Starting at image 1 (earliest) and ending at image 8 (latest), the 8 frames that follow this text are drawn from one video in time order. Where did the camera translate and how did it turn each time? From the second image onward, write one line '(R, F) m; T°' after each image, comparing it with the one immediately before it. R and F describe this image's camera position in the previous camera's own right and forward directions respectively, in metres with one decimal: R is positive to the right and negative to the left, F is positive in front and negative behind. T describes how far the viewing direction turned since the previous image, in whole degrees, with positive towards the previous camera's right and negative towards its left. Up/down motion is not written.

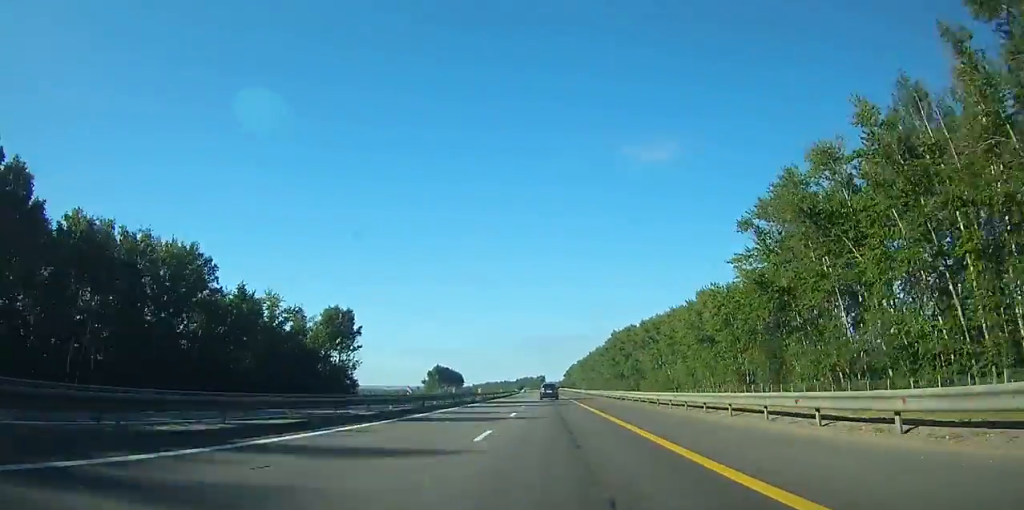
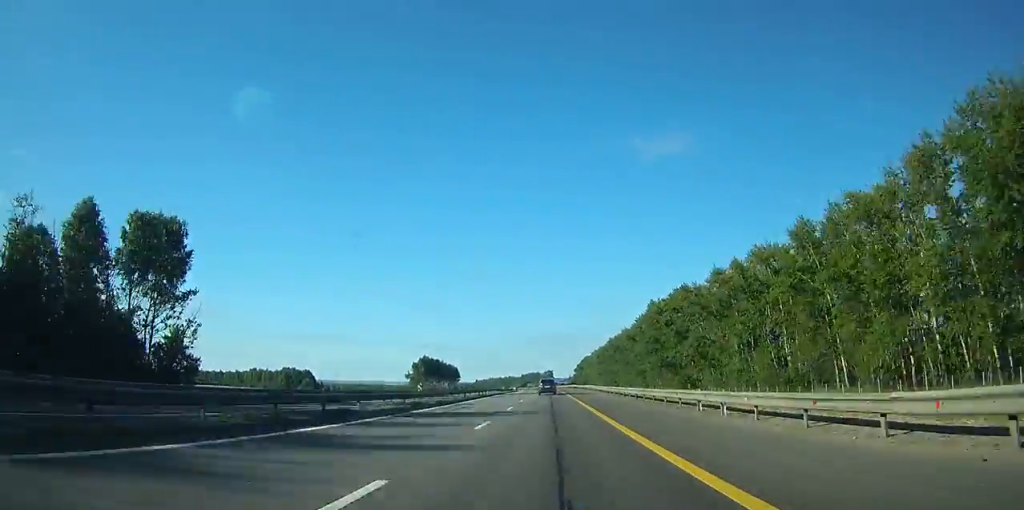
(-0.9, +74.9) m; -1°
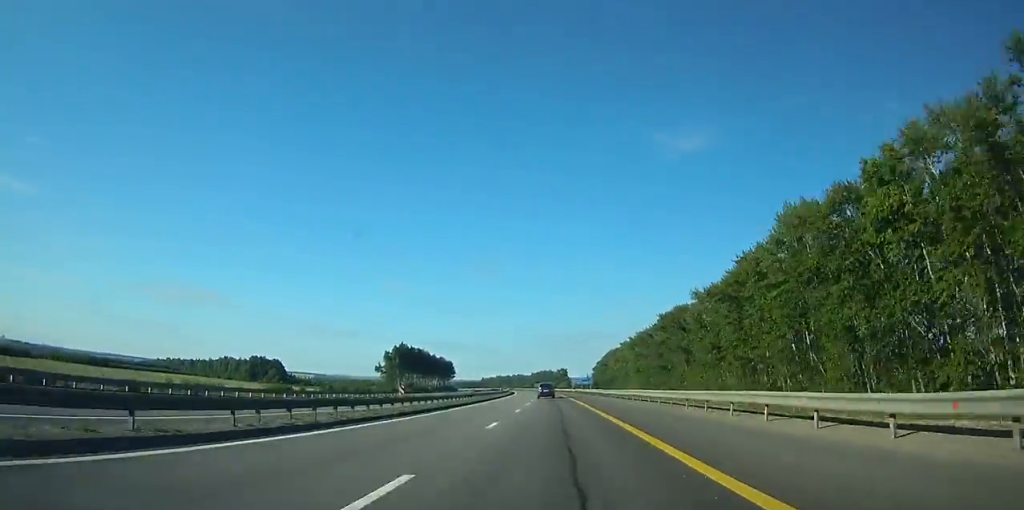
(-1.0, +87.8) m; -1°
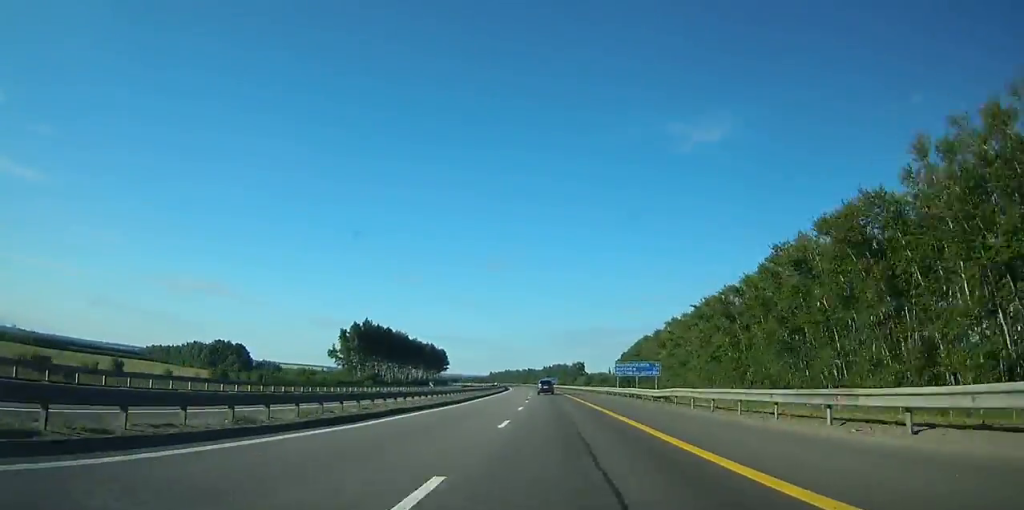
(-0.4, +74.6) m; -1°
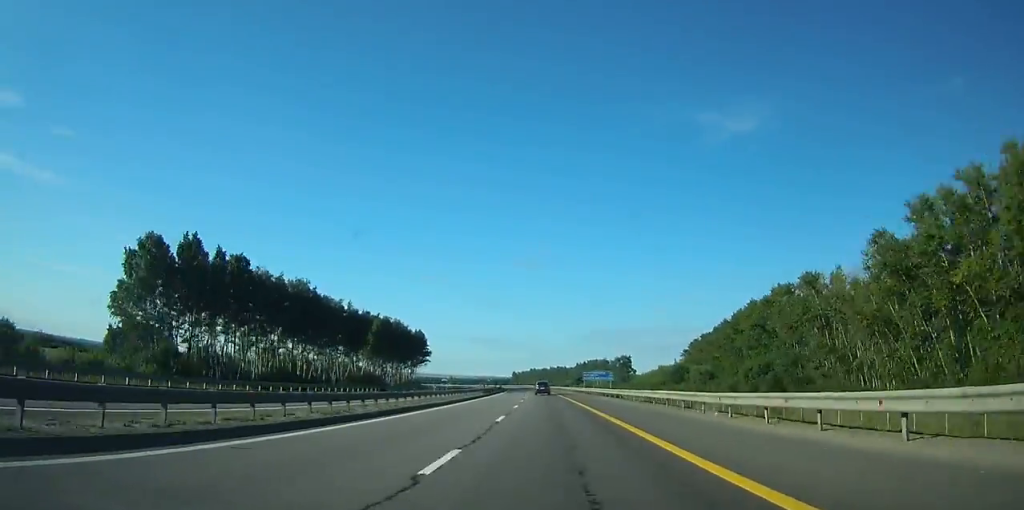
(-2.7, +111.6) m; -3°
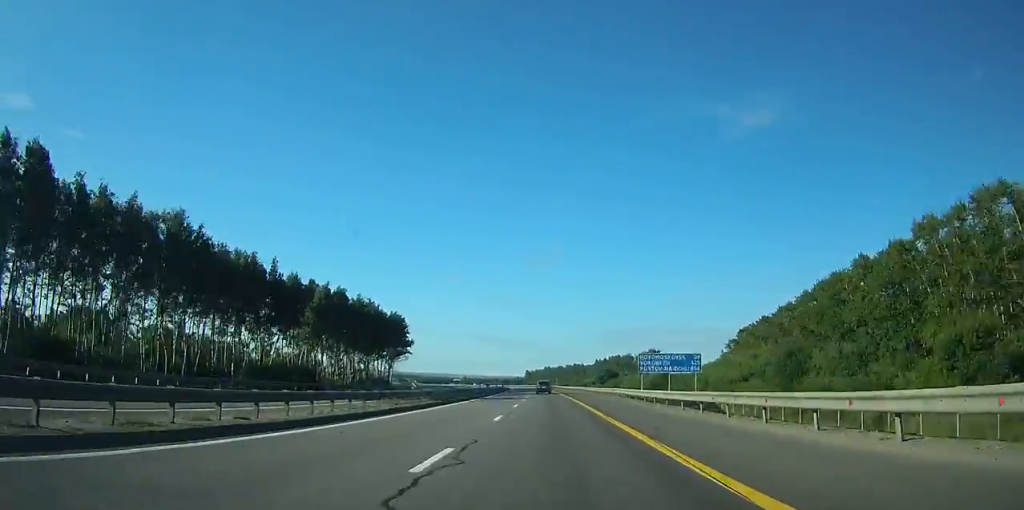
(-0.6, +46.1) m; -1°
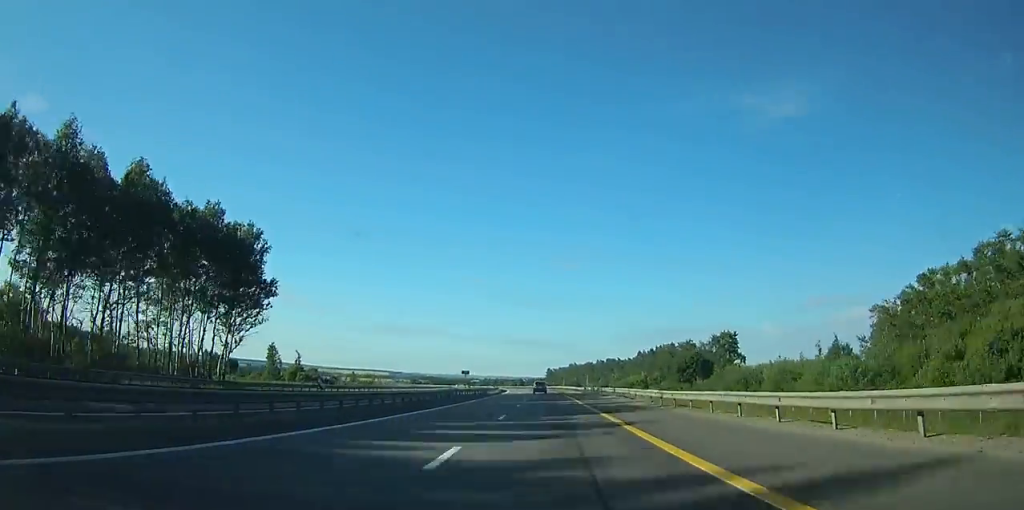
(-2.0, +88.4) m; -3°
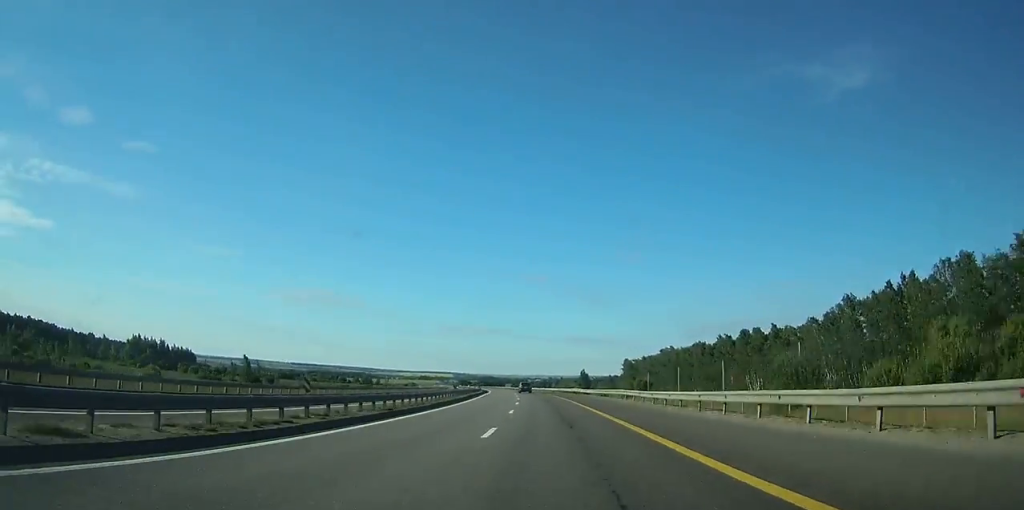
(-7.7, +157.9) m; -6°
